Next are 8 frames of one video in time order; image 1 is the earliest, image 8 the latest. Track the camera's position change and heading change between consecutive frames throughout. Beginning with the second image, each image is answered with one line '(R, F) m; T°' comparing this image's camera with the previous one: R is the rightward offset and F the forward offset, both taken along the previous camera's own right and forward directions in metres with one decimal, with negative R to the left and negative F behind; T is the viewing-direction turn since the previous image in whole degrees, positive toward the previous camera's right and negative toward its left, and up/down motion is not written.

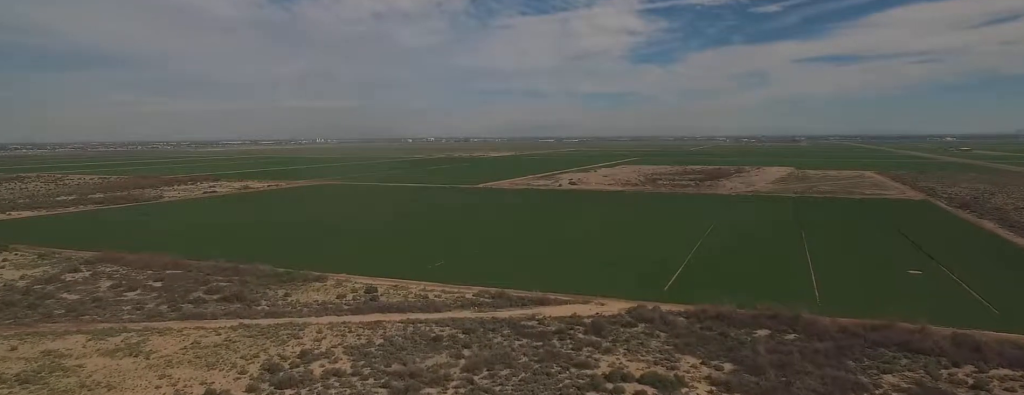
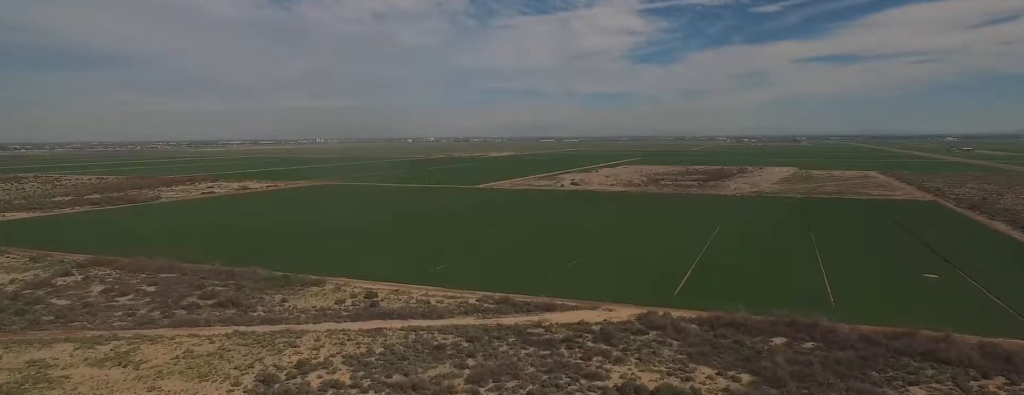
(+0.2, +7.1) m; +1°
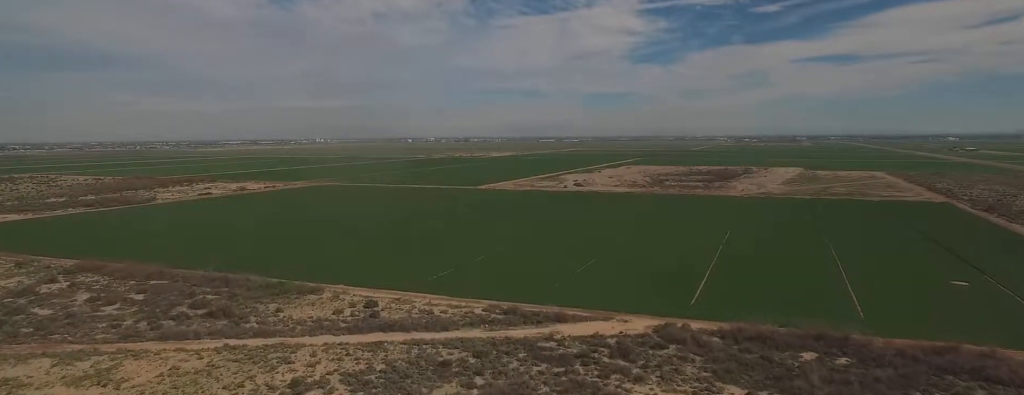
(+0.2, +11.7) m; +1°
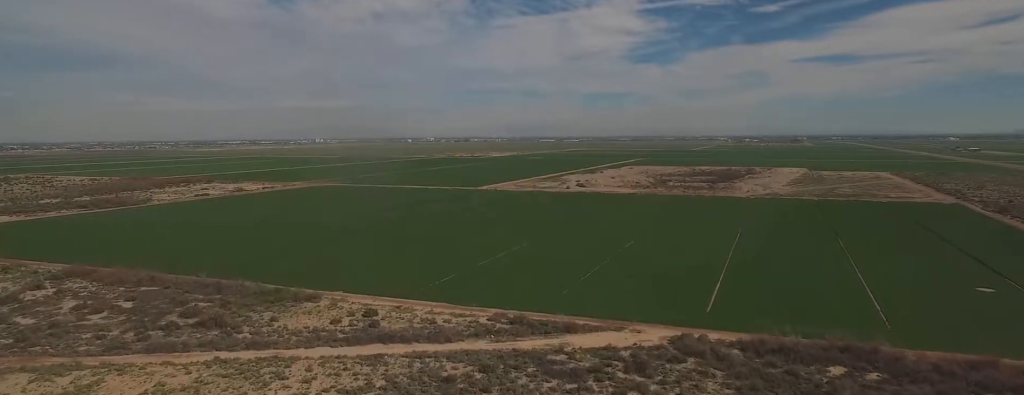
(0.0, +9.7) m; 0°
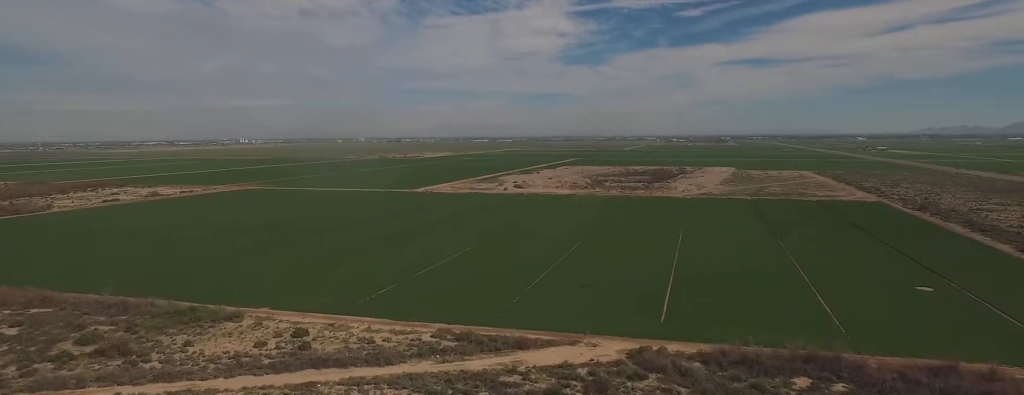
(0.0, +13.8) m; 0°
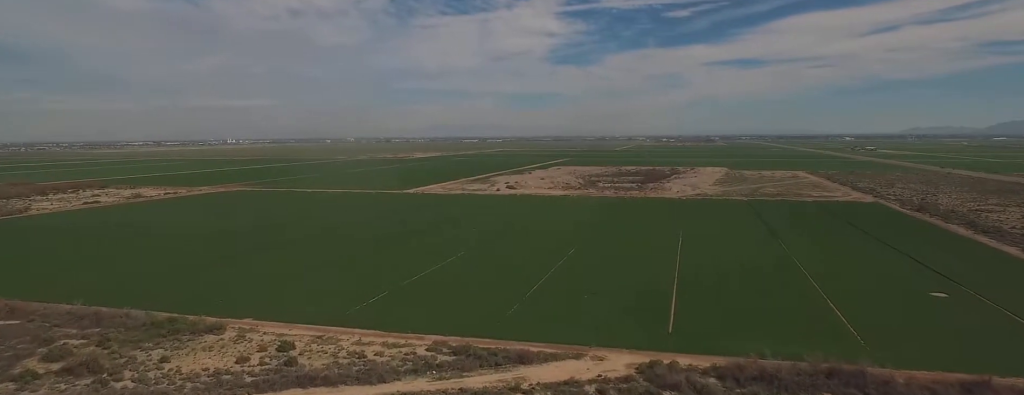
(+0.1, +10.8) m; +1°
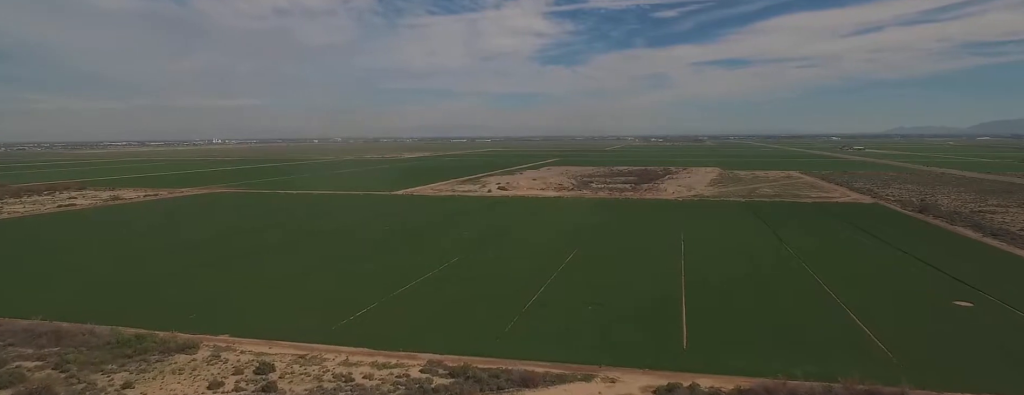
(+0.1, +14.9) m; +1°
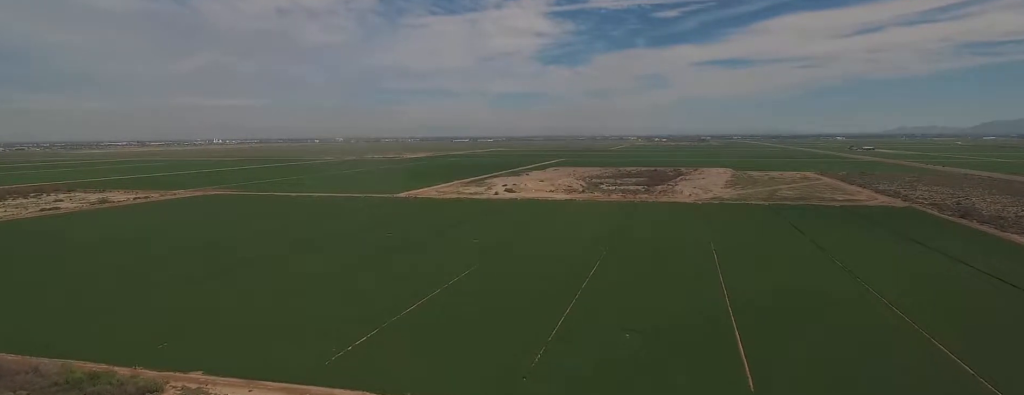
(+0.4, +29.1) m; +2°
